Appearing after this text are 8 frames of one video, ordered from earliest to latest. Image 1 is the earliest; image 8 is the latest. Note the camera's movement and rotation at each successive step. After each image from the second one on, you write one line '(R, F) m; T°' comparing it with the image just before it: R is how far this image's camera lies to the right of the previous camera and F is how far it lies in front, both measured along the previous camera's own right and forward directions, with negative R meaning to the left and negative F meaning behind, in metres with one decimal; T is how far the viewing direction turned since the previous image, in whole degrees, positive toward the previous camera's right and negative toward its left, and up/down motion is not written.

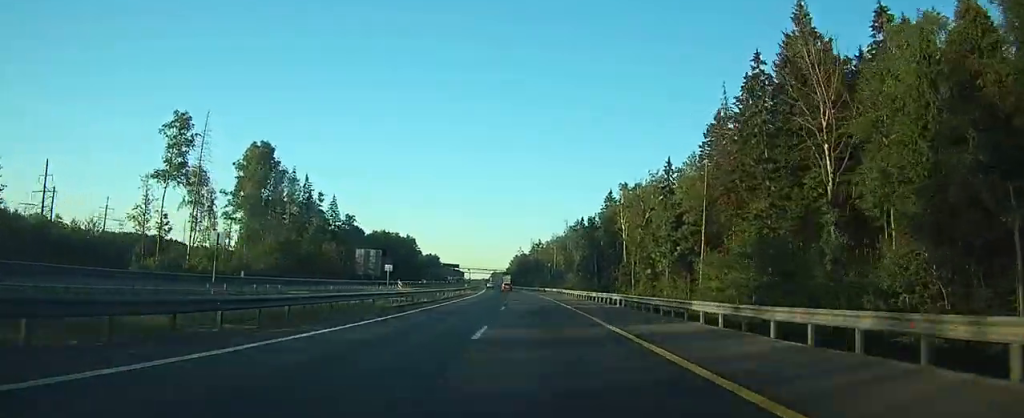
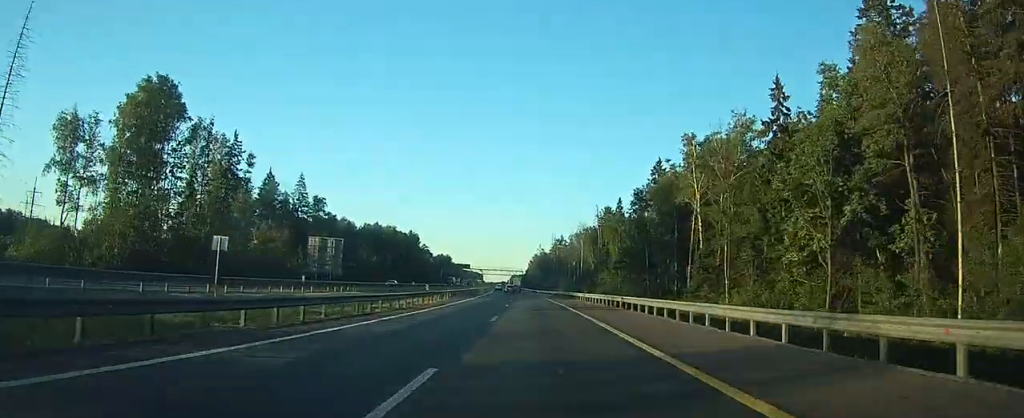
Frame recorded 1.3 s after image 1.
(-0.7, +41.2) m; -2°
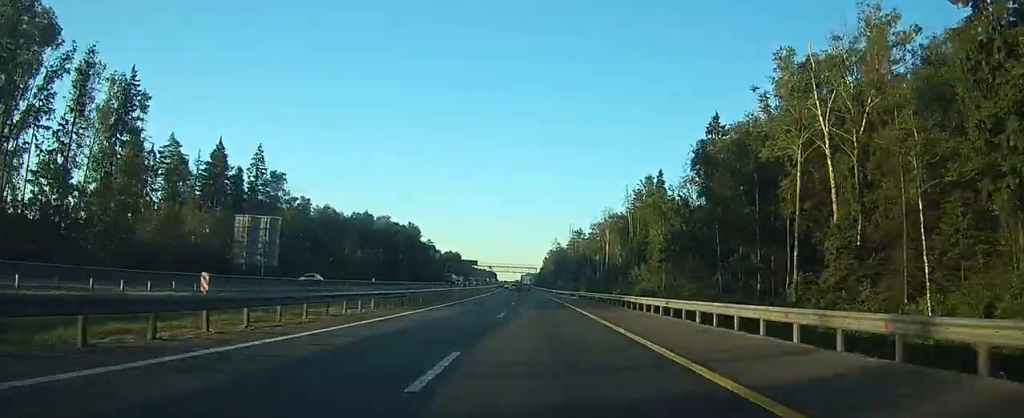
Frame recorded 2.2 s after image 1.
(-0.3, +30.5) m; -1°
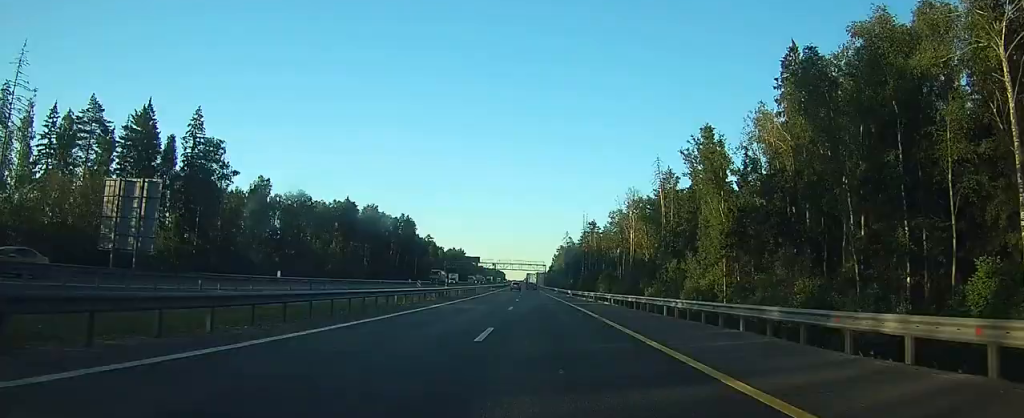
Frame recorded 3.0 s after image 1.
(-0.2, +26.3) m; -1°
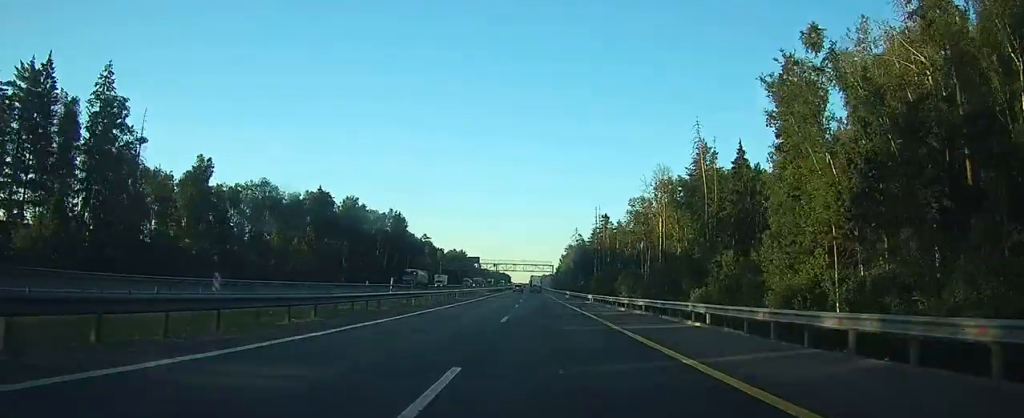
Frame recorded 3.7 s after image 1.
(-0.2, +24.1) m; -1°
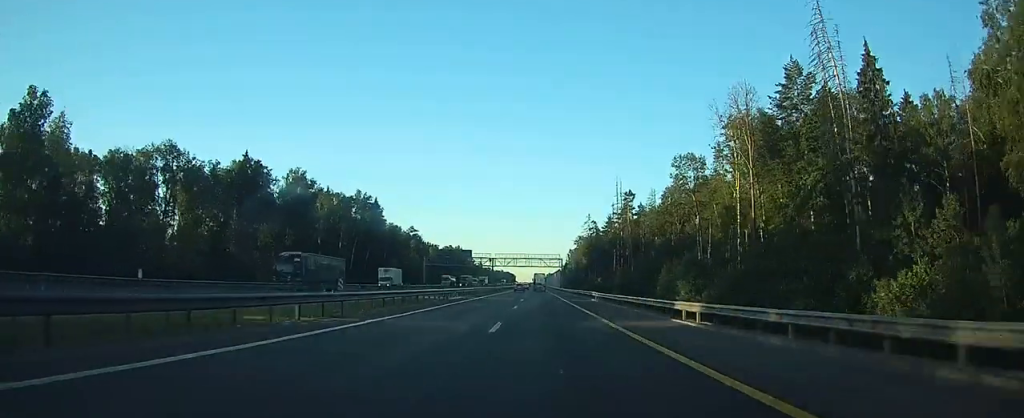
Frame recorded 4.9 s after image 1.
(-0.5, +37.3) m; -1°
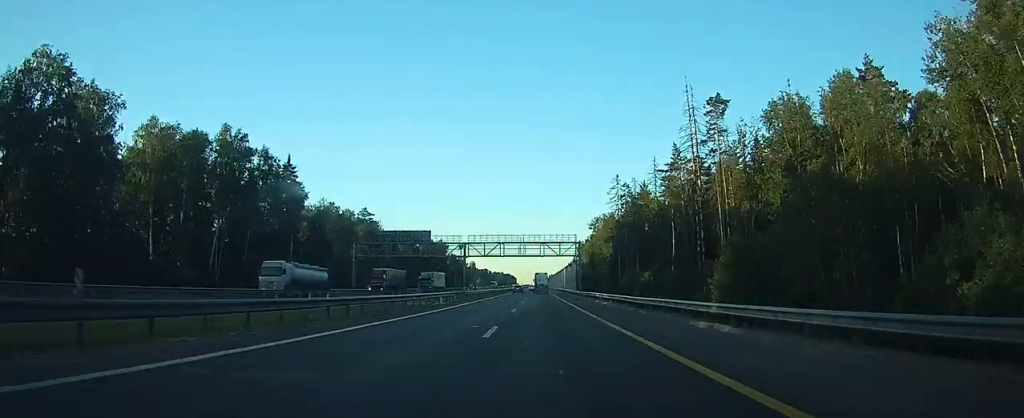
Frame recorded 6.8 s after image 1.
(-0.7, +64.9) m; -1°
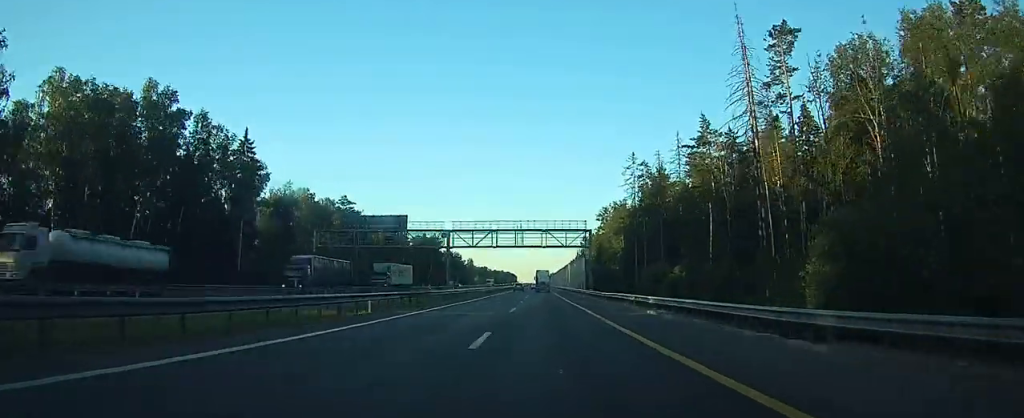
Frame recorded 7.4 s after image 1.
(0.0, +18.9) m; 0°
